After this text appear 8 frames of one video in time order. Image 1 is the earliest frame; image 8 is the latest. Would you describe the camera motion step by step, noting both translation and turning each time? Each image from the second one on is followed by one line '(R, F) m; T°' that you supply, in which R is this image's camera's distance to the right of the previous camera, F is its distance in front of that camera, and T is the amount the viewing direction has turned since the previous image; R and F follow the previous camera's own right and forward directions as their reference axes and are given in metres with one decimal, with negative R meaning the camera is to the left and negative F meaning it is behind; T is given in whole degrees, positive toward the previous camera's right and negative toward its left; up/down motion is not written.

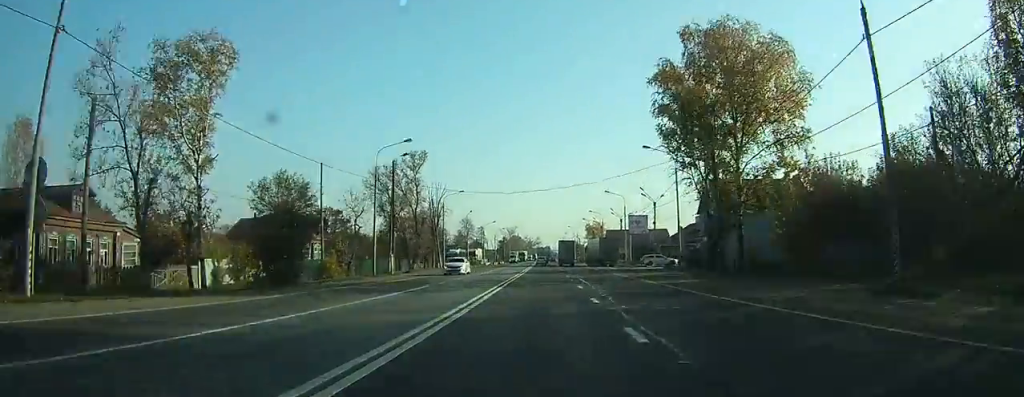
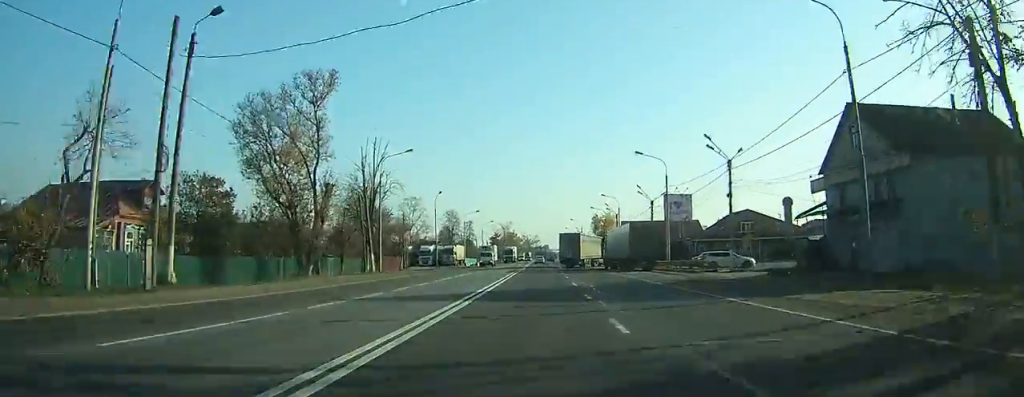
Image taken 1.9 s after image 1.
(+0.3, +30.9) m; 0°
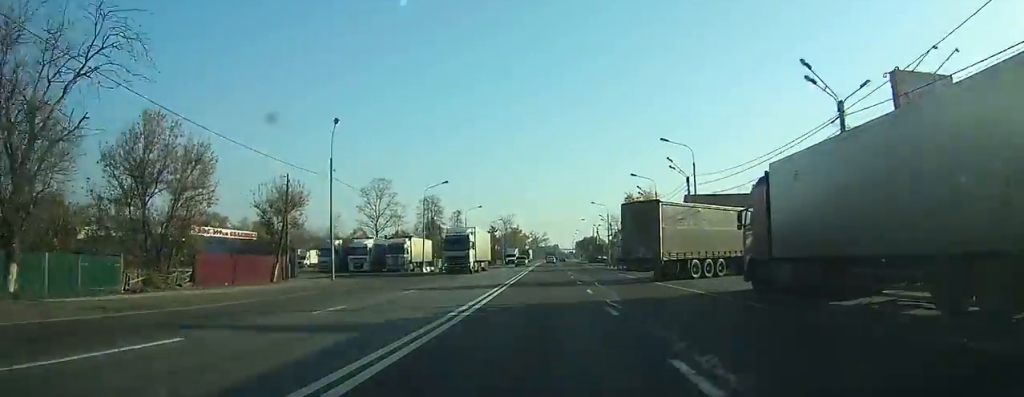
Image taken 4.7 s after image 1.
(-0.3, +44.4) m; -1°
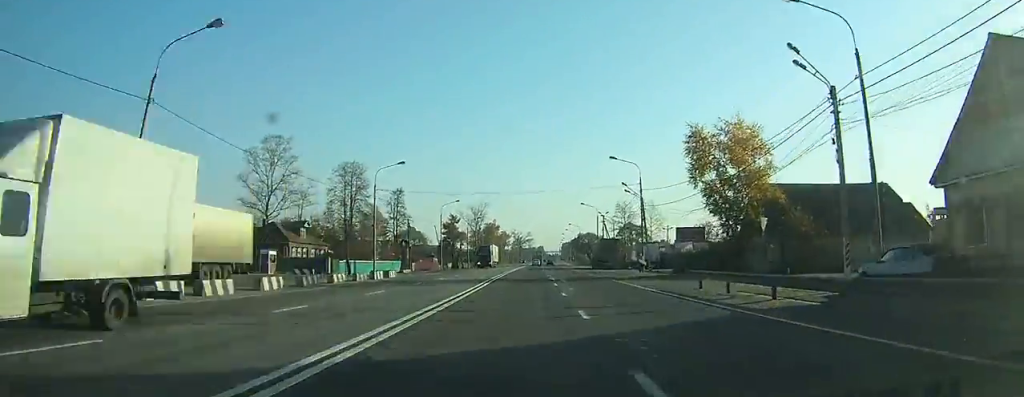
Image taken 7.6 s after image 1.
(-0.1, +48.9) m; 0°
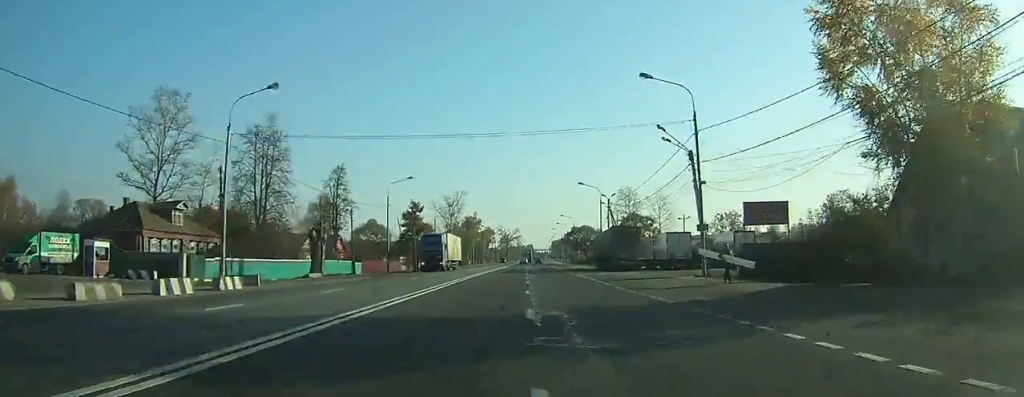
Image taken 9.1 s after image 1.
(+0.1, +25.1) m; 0°
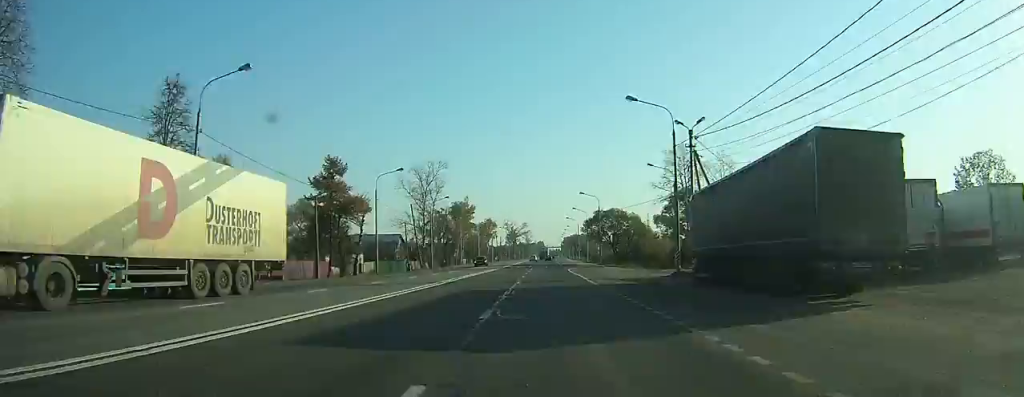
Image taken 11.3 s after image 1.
(+0.2, +39.7) m; 0°
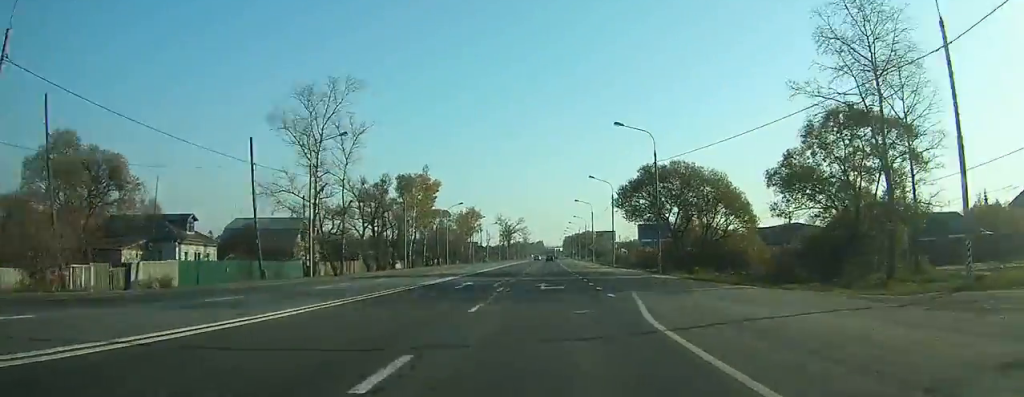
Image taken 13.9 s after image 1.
(+0.1, +45.8) m; 0°
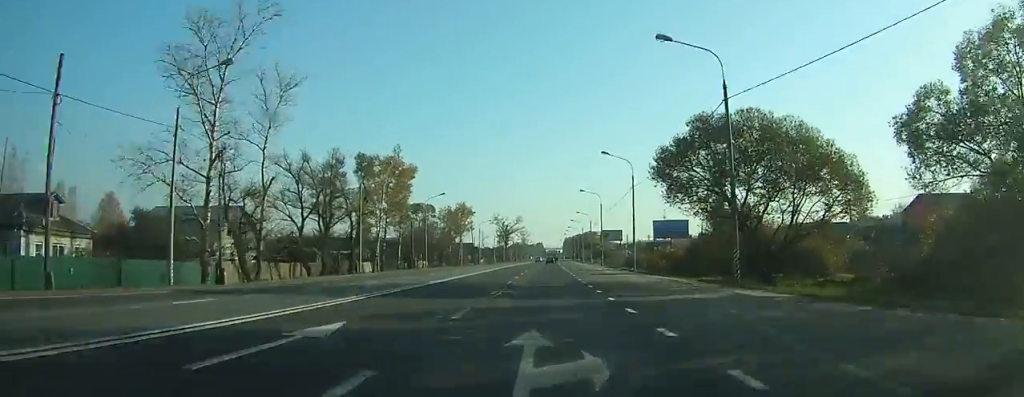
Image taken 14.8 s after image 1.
(+0.1, +17.3) m; 0°
